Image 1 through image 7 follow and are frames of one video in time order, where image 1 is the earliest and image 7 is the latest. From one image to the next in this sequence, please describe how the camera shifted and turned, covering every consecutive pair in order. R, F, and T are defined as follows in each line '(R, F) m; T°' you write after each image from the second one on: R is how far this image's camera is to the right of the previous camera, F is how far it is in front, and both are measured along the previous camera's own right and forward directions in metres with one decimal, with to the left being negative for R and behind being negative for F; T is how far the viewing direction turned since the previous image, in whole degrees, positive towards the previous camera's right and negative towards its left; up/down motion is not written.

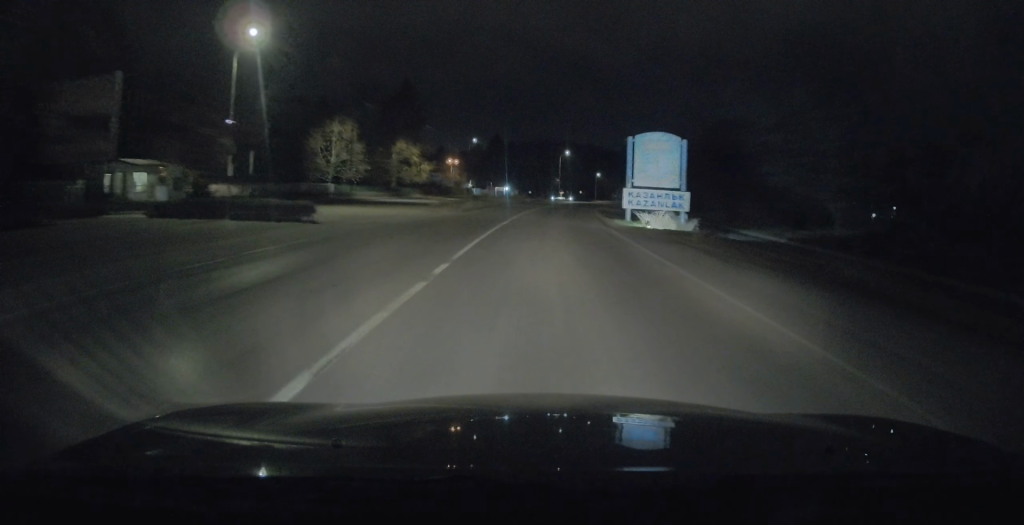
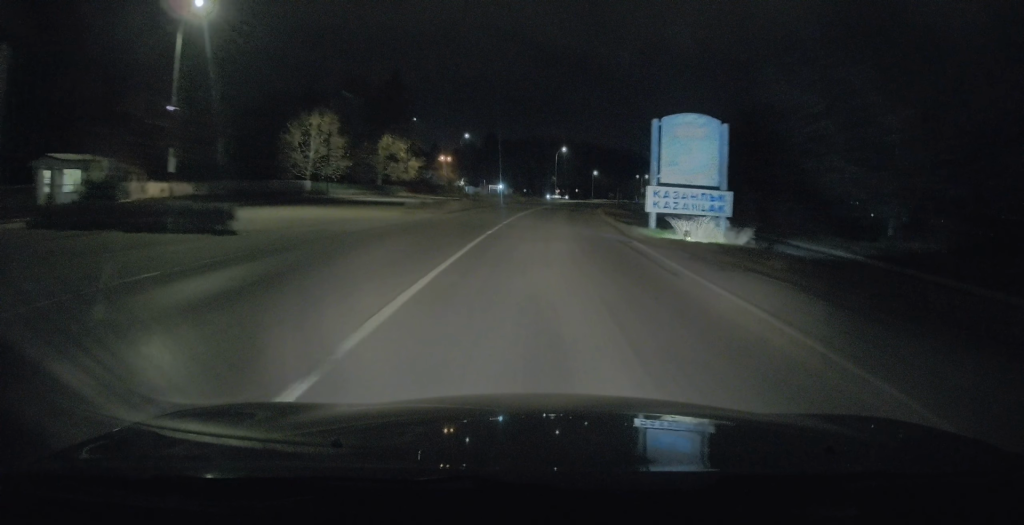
(-0.1, +6.4) m; +1°
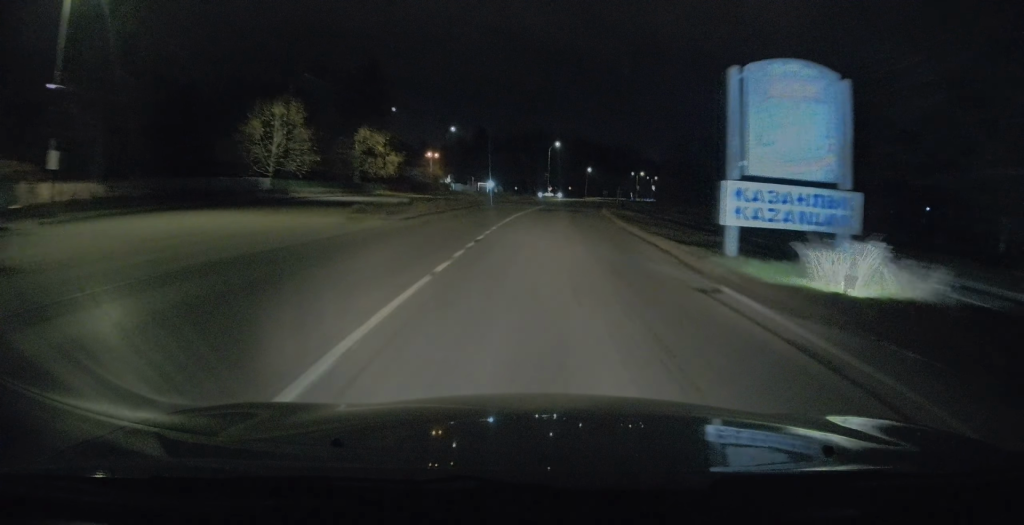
(+0.2, +9.0) m; +1°
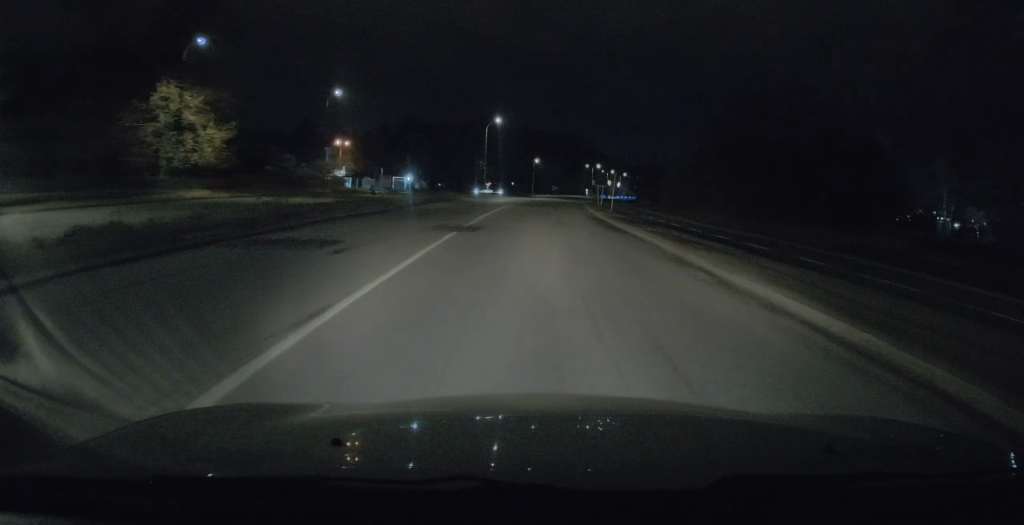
(+1.2, +39.7) m; +4°
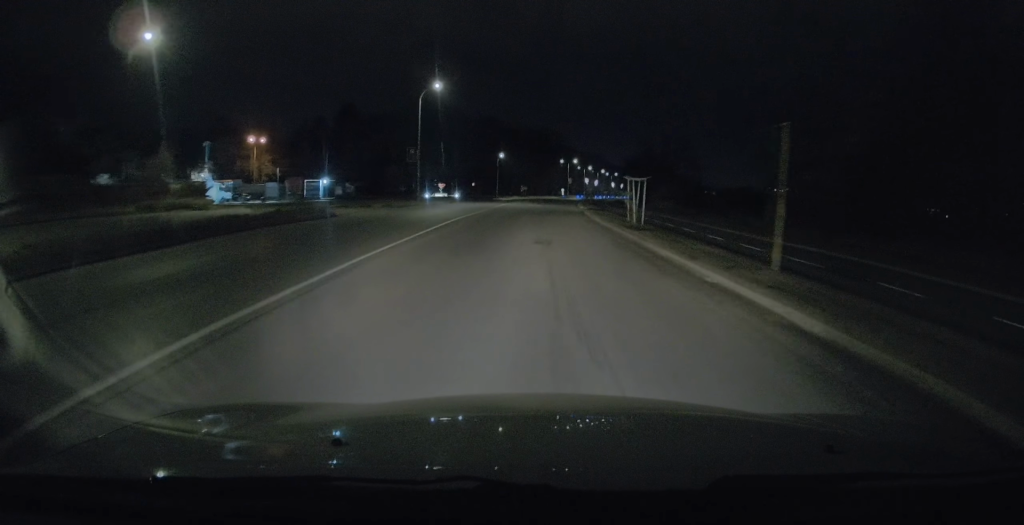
(+1.1, +33.0) m; +4°
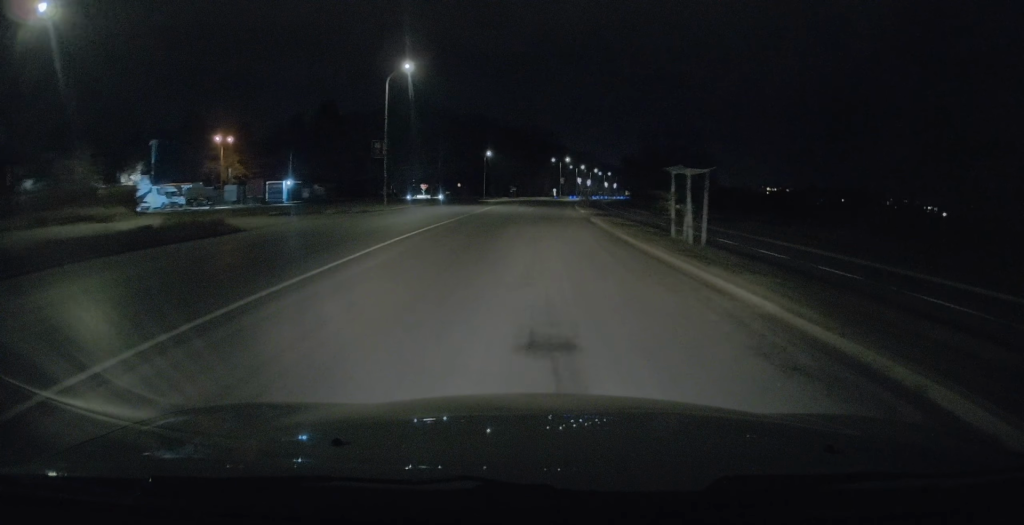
(+0.2, +10.2) m; +1°
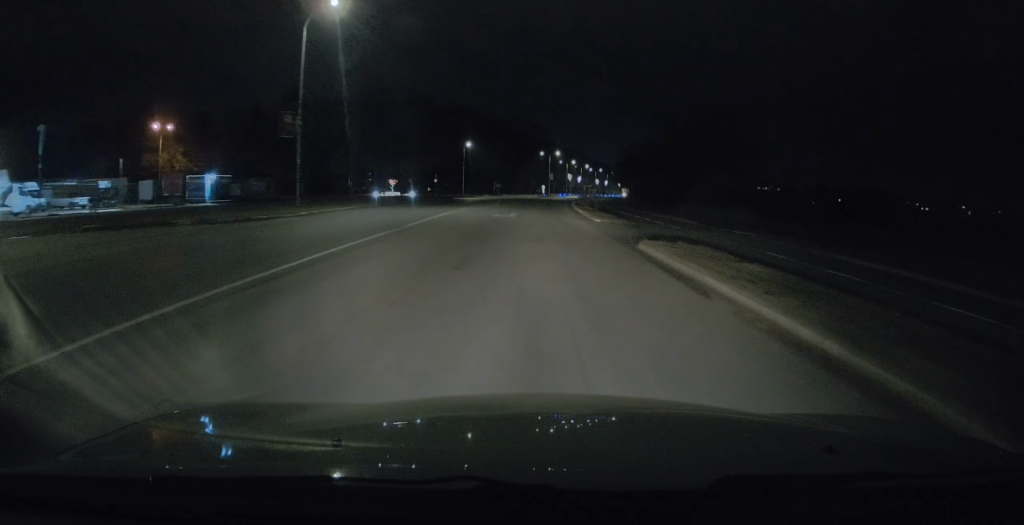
(+0.1, +16.9) m; 0°
